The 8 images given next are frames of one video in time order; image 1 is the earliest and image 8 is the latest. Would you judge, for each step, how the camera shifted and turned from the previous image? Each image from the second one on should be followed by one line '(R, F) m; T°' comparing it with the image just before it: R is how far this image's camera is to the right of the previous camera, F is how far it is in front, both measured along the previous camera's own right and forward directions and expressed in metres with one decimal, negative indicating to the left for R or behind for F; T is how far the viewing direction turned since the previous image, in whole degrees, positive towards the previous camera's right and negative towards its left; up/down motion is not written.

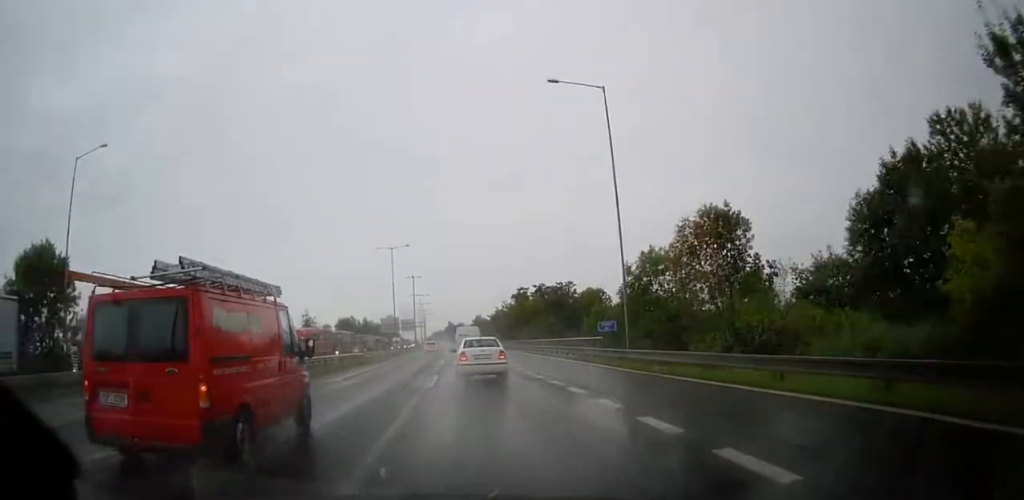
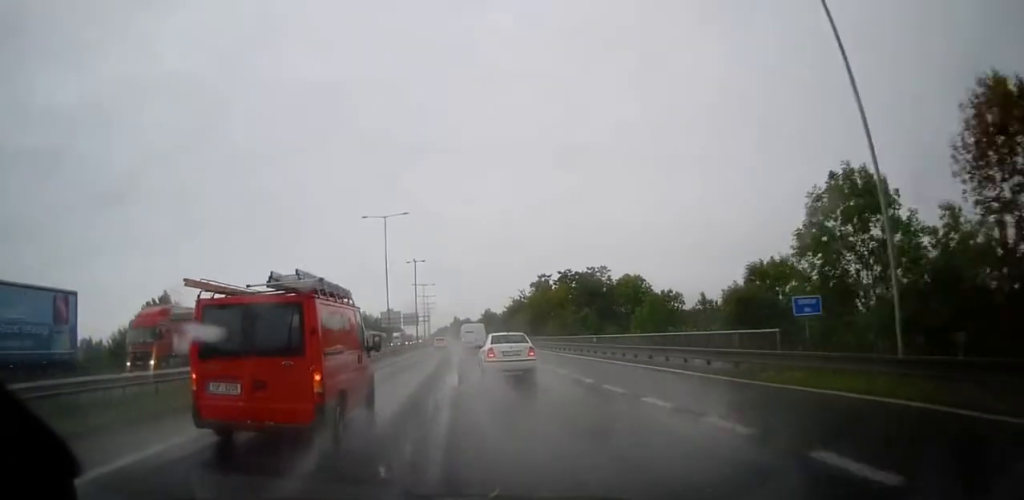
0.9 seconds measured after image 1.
(0.0, +18.3) m; 0°
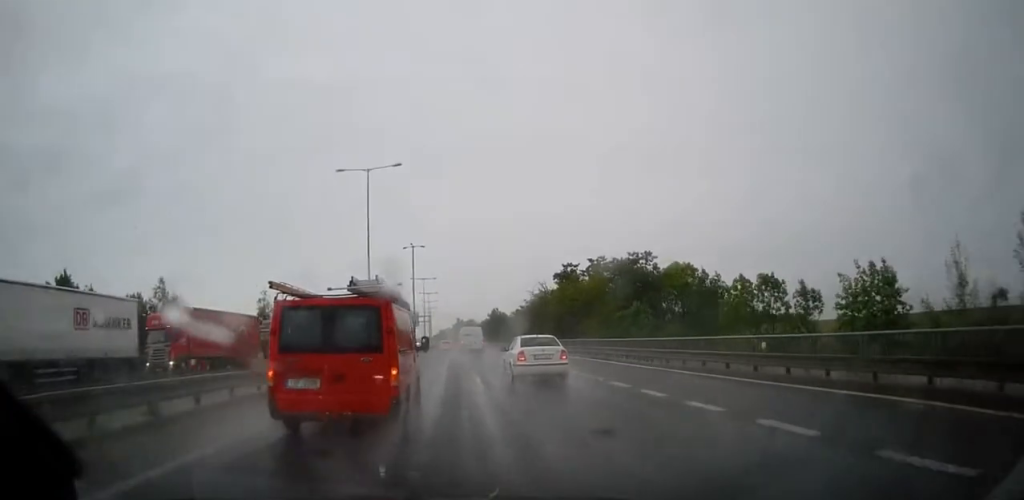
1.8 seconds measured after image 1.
(0.0, +18.0) m; 0°
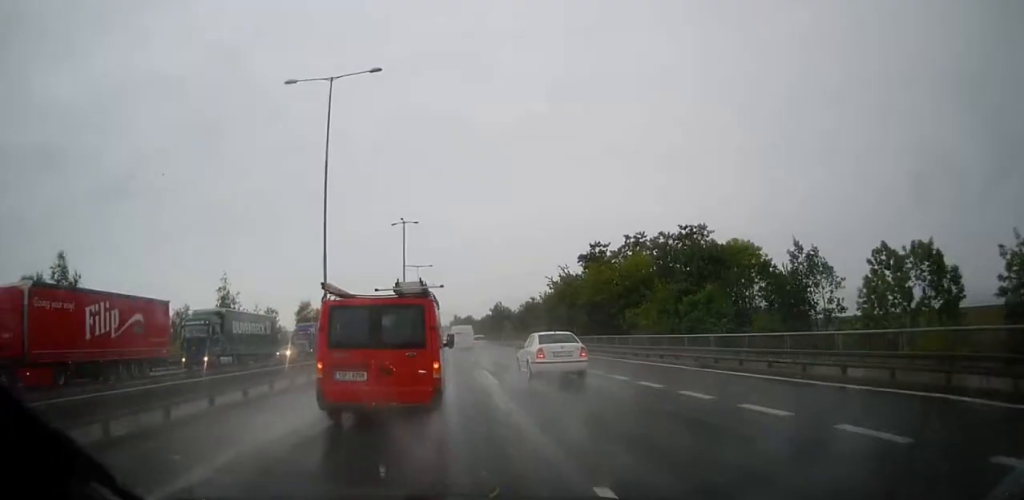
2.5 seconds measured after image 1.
(+0.1, +16.0) m; 0°
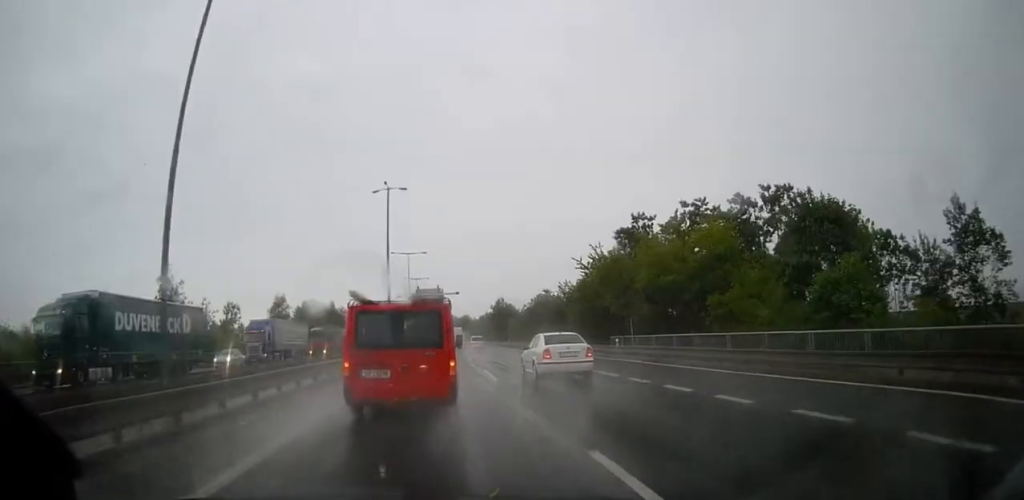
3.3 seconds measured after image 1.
(0.0, +16.1) m; 0°
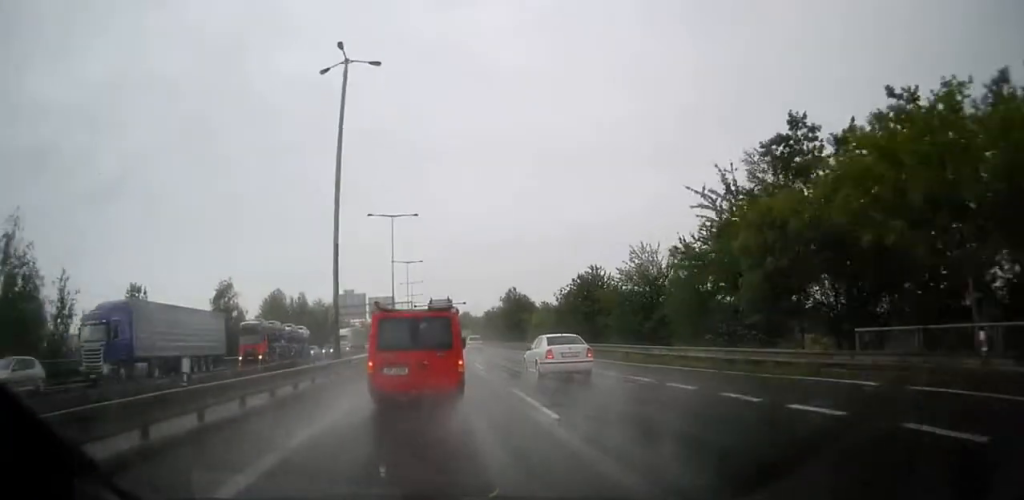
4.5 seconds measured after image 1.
(0.0, +26.3) m; 0°
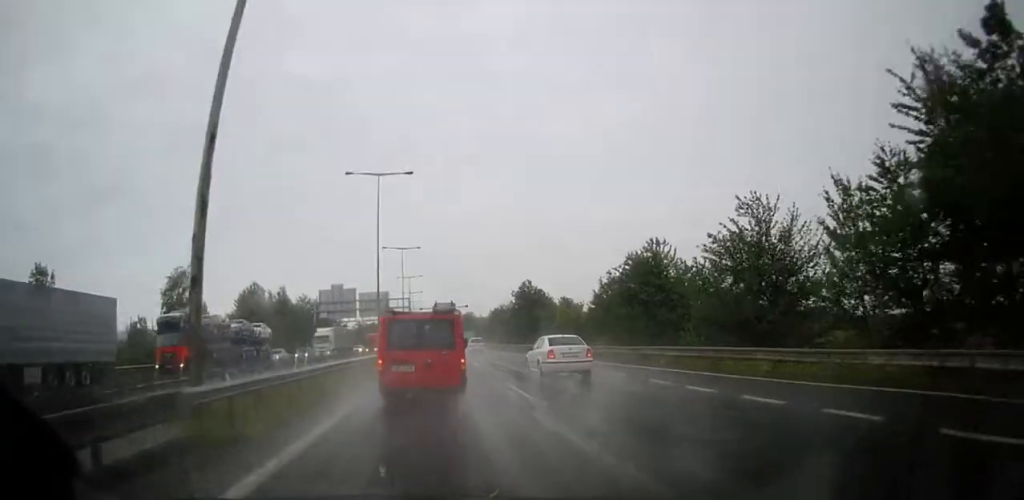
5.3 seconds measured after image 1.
(0.0, +15.8) m; 0°
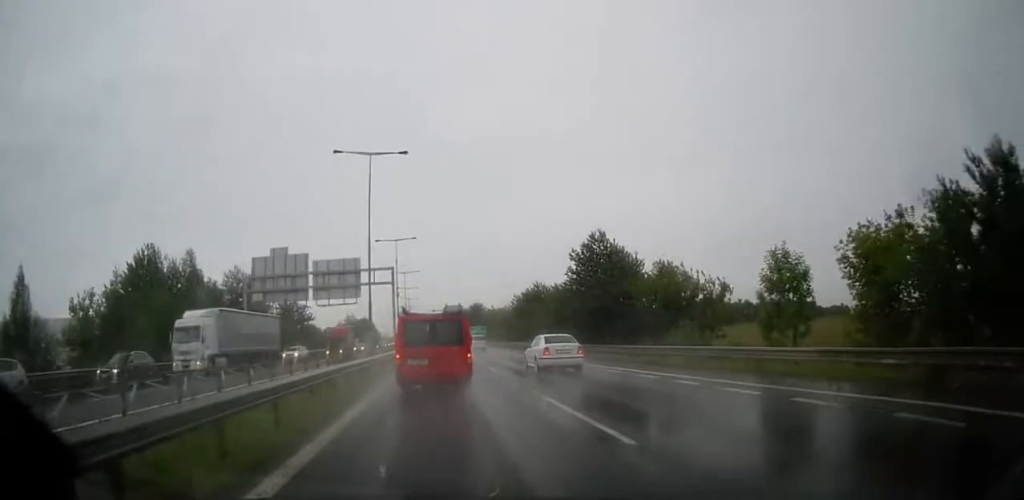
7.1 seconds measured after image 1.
(-0.1, +40.2) m; 0°
